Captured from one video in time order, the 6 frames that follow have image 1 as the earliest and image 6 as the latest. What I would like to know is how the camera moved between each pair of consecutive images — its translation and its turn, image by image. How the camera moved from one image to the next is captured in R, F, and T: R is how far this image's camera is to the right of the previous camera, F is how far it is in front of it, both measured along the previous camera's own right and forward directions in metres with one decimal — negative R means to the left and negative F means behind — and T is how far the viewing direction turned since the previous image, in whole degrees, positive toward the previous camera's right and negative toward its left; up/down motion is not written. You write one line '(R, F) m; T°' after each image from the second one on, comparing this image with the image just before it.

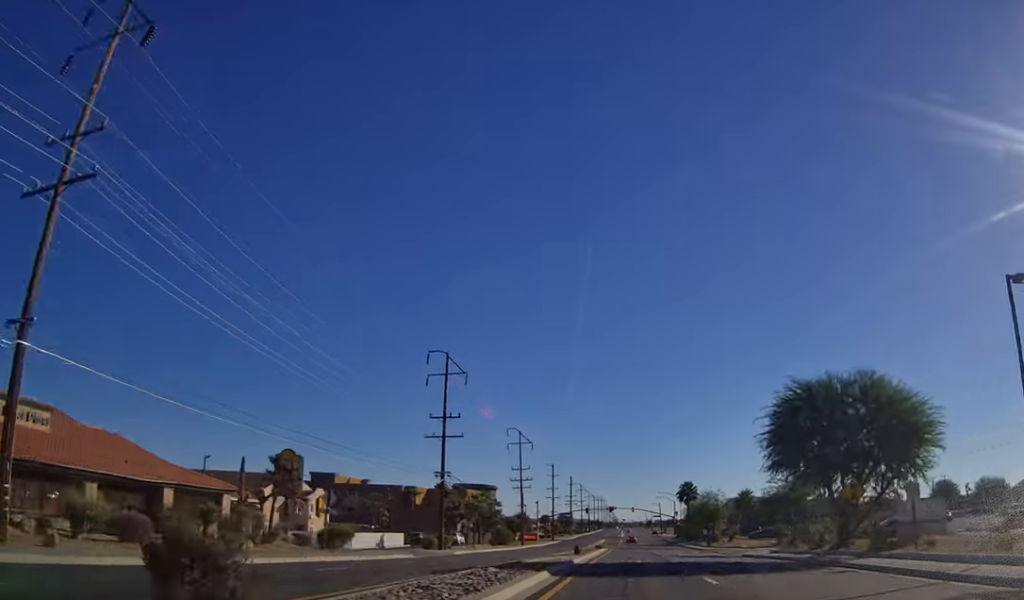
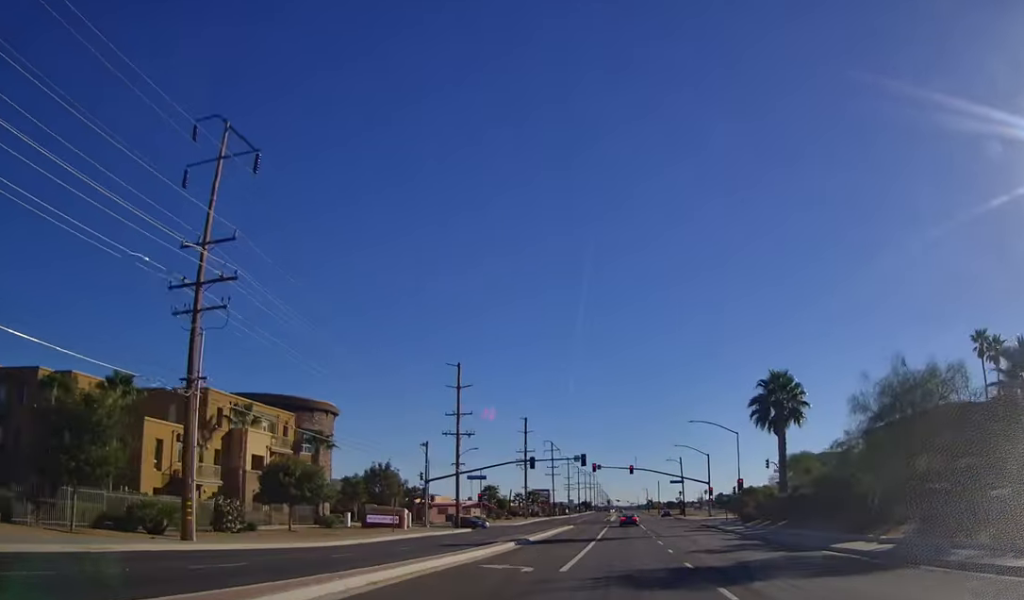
(+1.1, +87.7) m; +2°
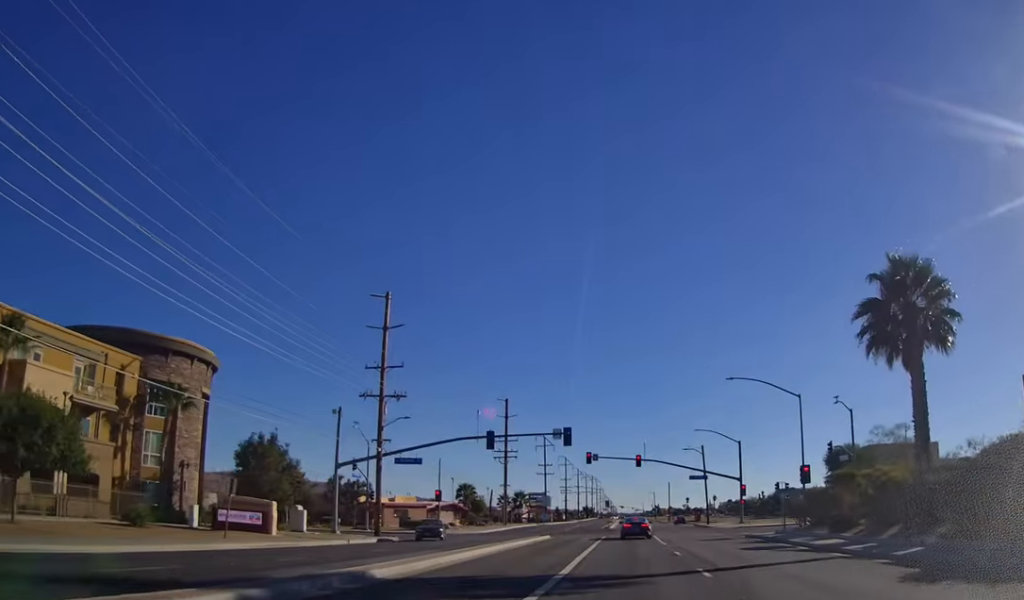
(+0.1, +23.8) m; -1°
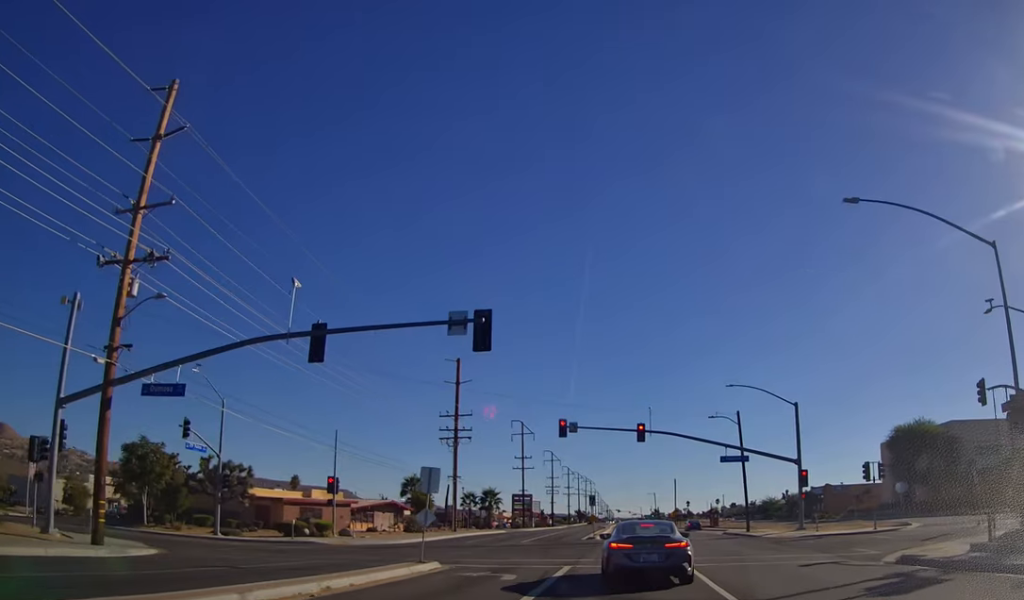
(-0.2, +28.8) m; +2°
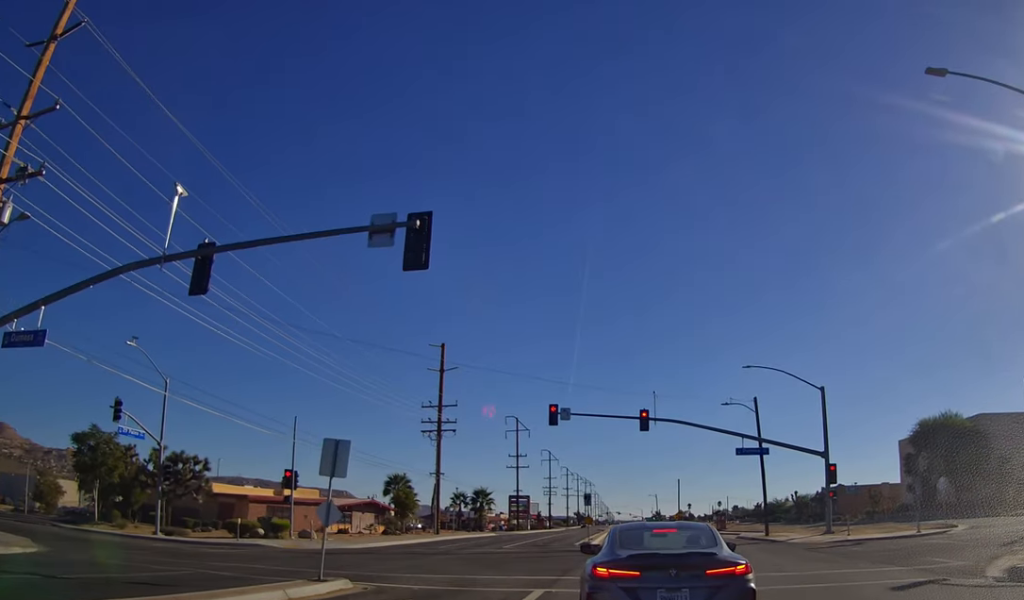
(+0.6, +10.3) m; +5°
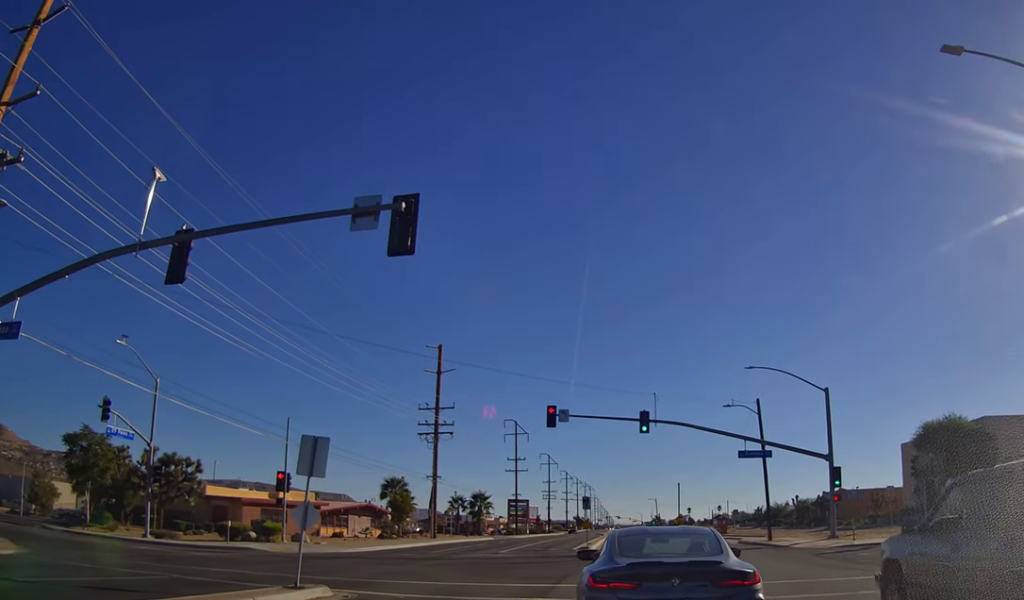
(+0.2, +5.7) m; -2°
